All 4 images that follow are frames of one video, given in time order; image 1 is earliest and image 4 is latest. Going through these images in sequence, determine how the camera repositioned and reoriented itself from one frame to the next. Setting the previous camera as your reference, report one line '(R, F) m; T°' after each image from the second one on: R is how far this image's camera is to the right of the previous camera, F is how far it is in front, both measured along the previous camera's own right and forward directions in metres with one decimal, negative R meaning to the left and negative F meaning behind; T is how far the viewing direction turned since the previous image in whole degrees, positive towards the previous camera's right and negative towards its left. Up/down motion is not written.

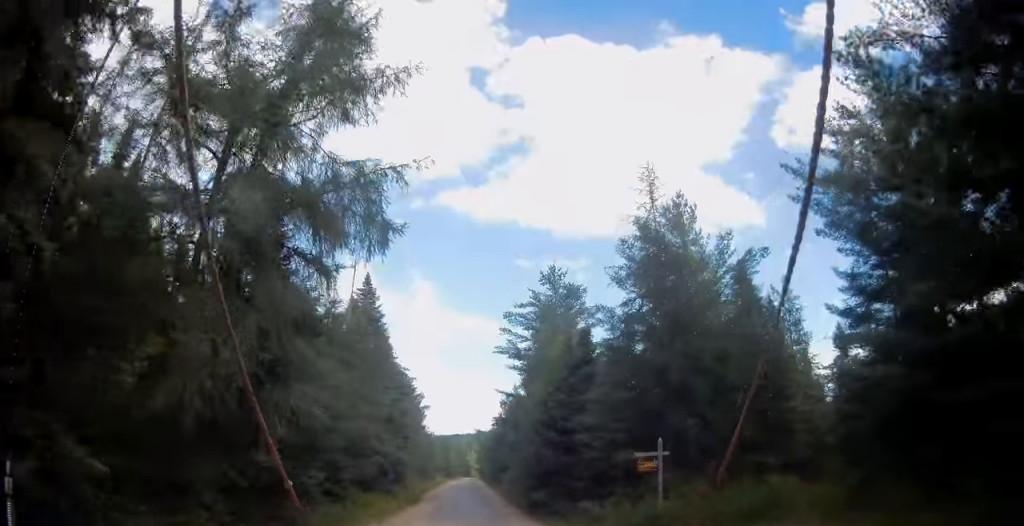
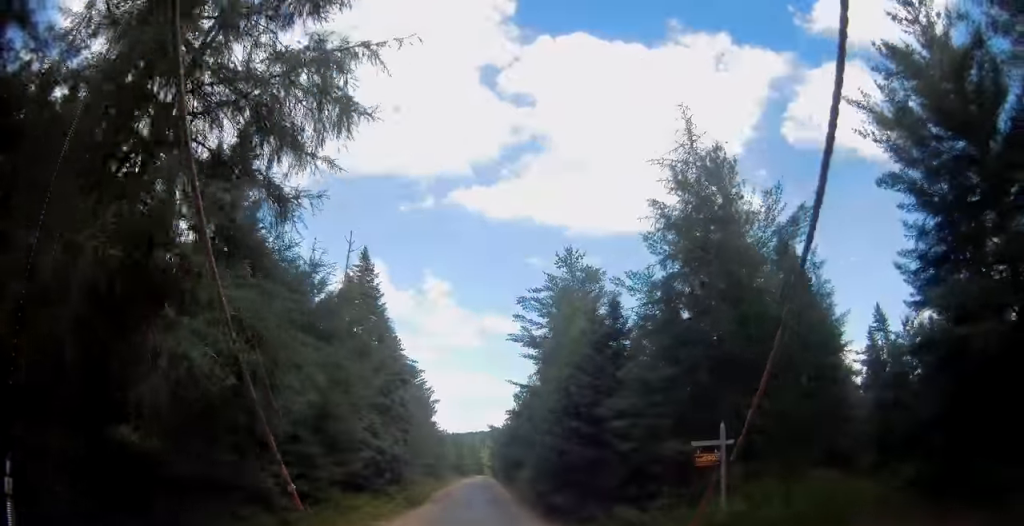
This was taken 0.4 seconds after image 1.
(0.0, +4.0) m; 0°
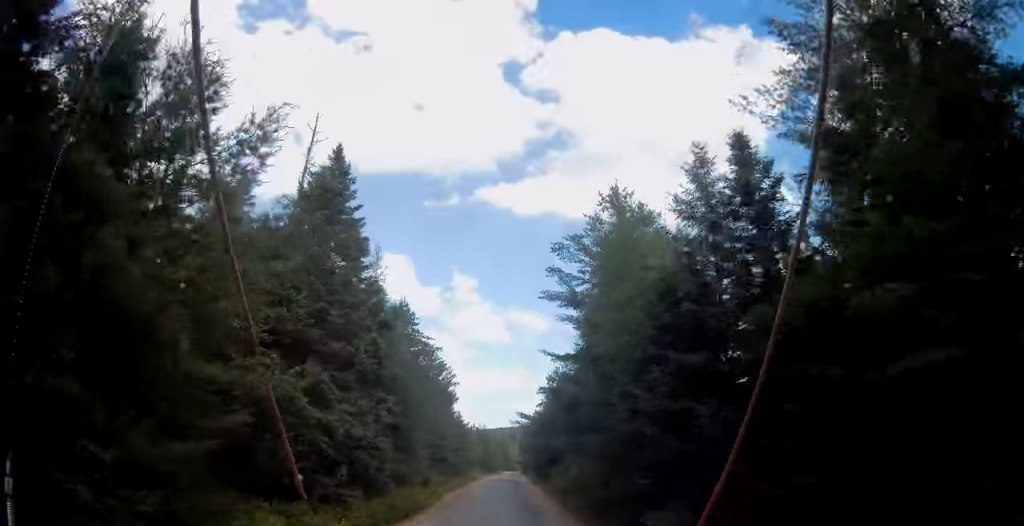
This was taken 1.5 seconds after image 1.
(0.0, +10.8) m; 0°
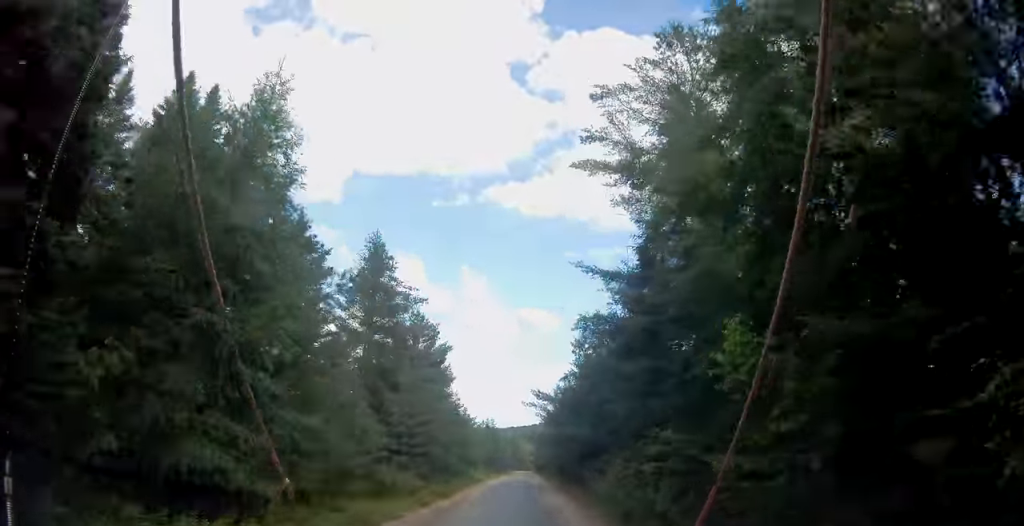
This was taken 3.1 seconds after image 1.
(-0.2, +16.9) m; -4°
